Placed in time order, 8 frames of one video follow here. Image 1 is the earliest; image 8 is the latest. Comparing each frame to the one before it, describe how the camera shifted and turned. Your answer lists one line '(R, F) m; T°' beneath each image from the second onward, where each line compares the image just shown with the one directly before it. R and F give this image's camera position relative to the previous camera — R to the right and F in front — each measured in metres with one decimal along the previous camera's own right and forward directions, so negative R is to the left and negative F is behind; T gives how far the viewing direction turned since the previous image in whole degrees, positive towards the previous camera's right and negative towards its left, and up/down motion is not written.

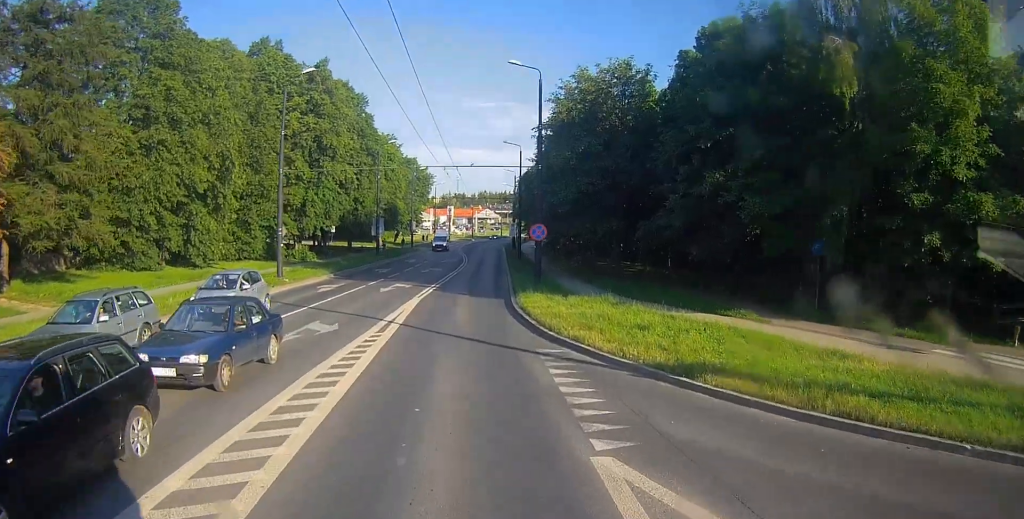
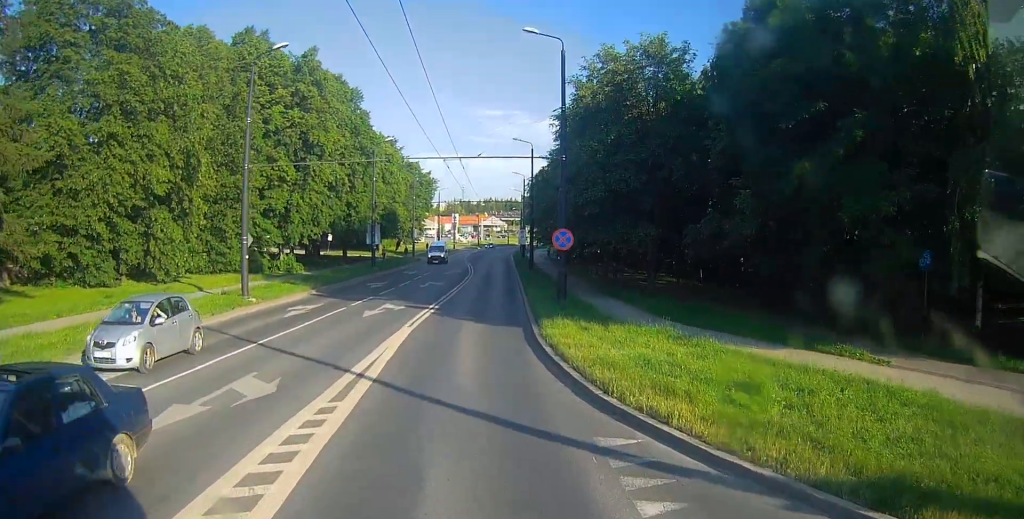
(-0.2, +5.5) m; +1°
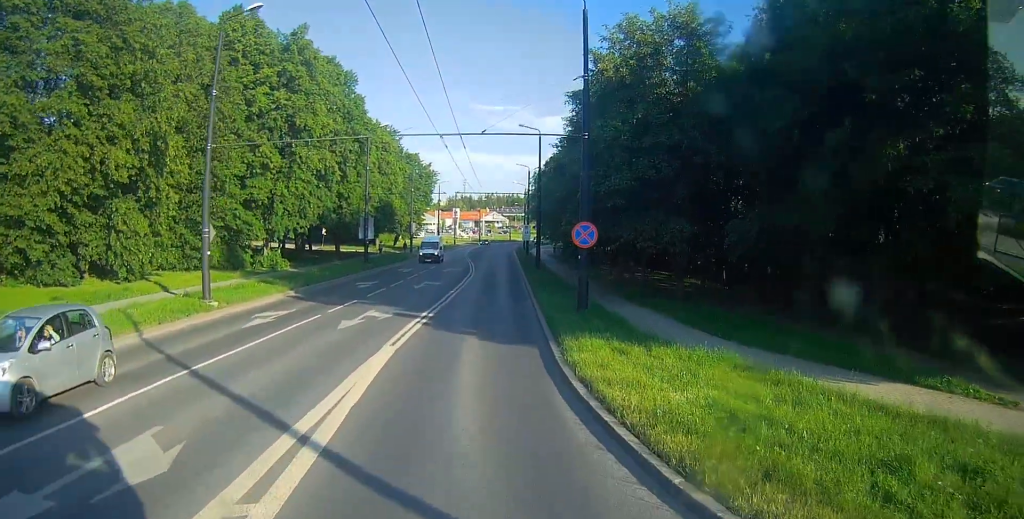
(+0.1, +3.8) m; 0°
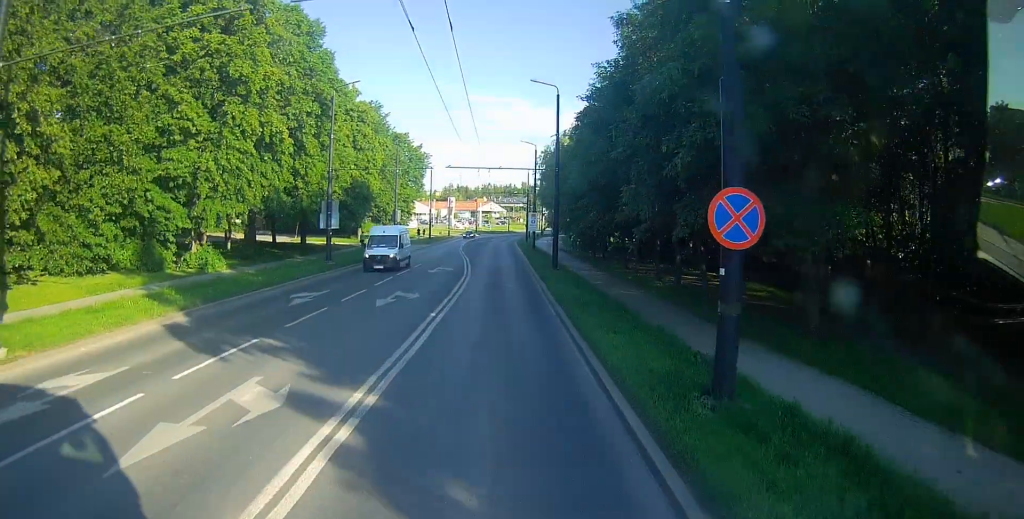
(-0.1, +10.5) m; +1°
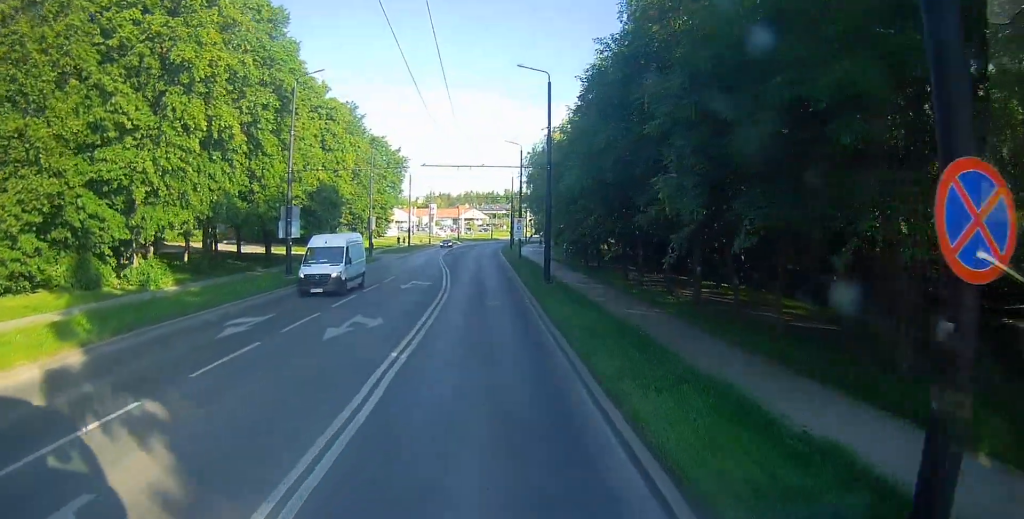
(+0.1, +4.5) m; +1°
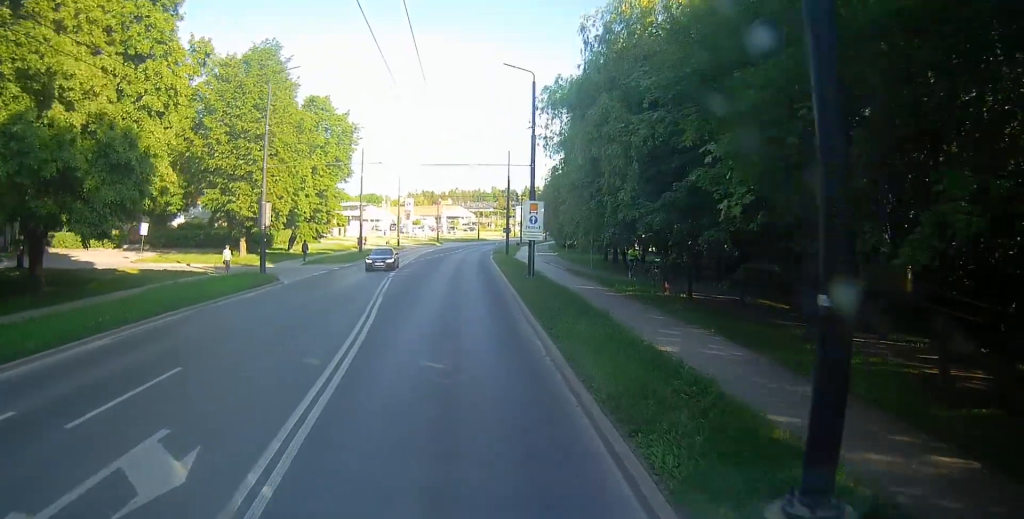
(+0.1, +24.4) m; -2°
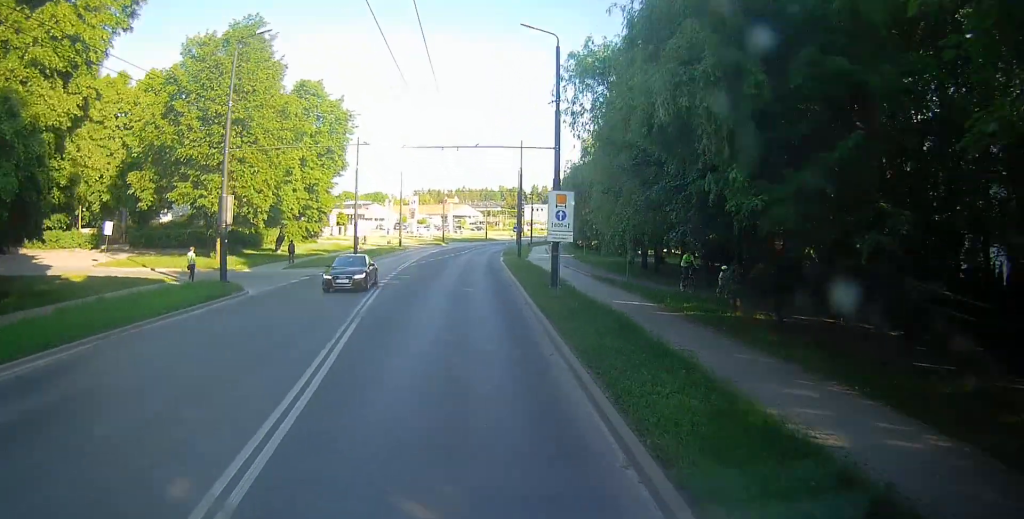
(-0.1, +5.8) m; 0°
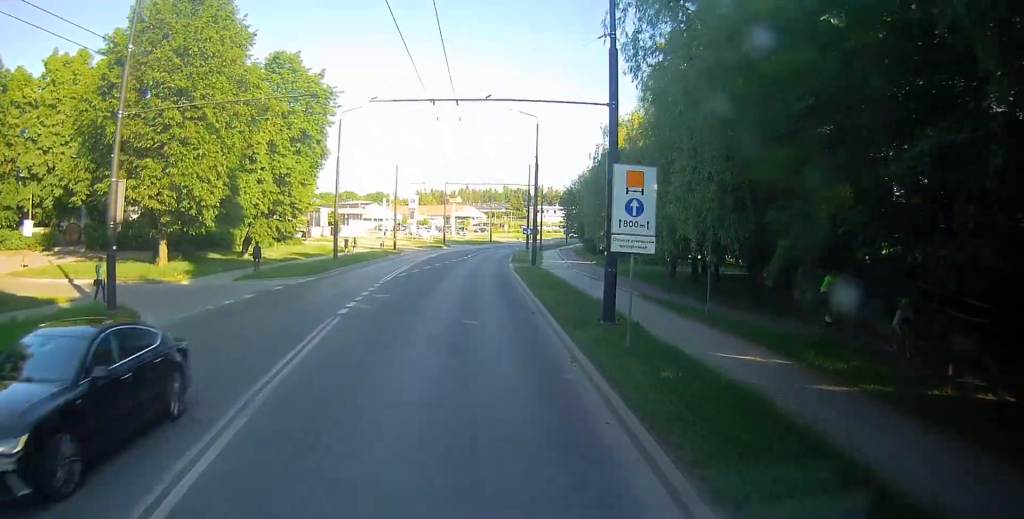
(-0.2, +8.9) m; +1°
